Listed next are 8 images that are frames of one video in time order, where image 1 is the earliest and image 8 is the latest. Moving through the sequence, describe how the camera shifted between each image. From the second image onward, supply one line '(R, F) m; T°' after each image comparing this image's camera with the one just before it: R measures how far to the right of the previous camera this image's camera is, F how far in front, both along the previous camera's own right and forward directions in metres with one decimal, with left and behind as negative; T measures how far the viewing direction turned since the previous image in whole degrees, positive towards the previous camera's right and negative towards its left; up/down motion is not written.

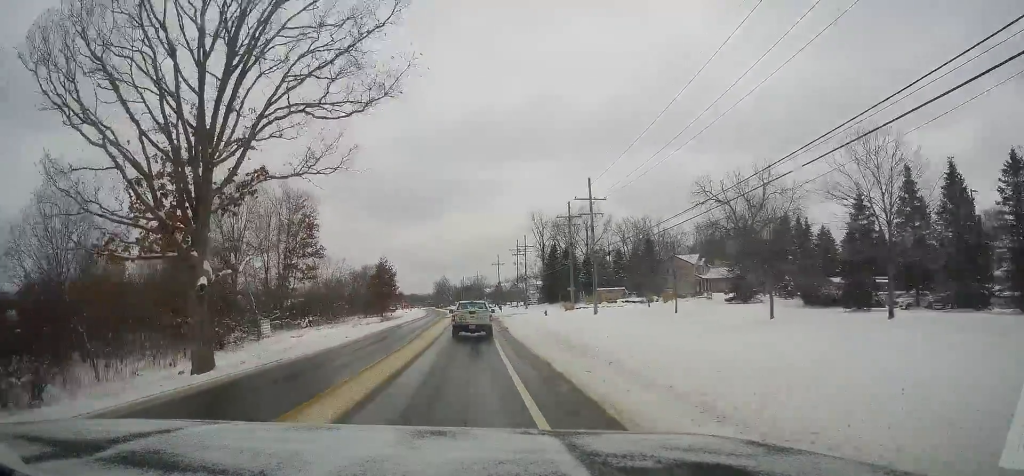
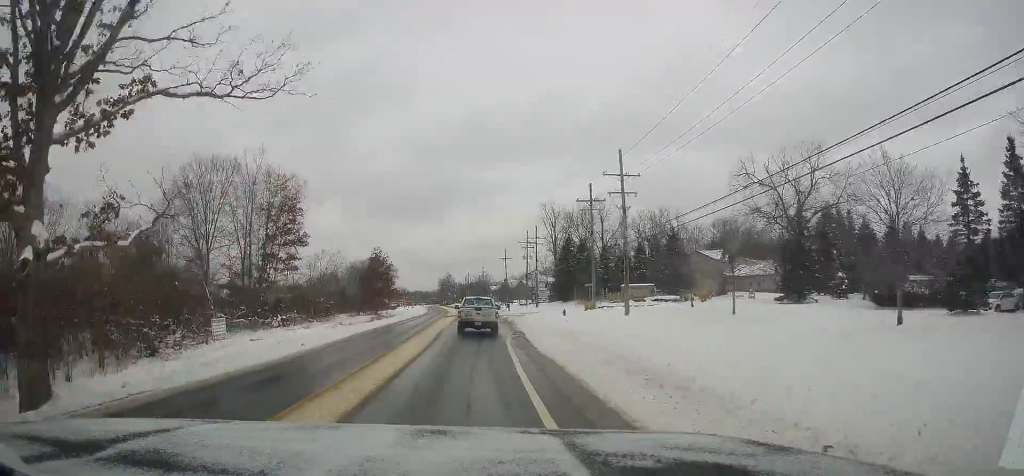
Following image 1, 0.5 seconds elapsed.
(-0.1, +9.9) m; 0°
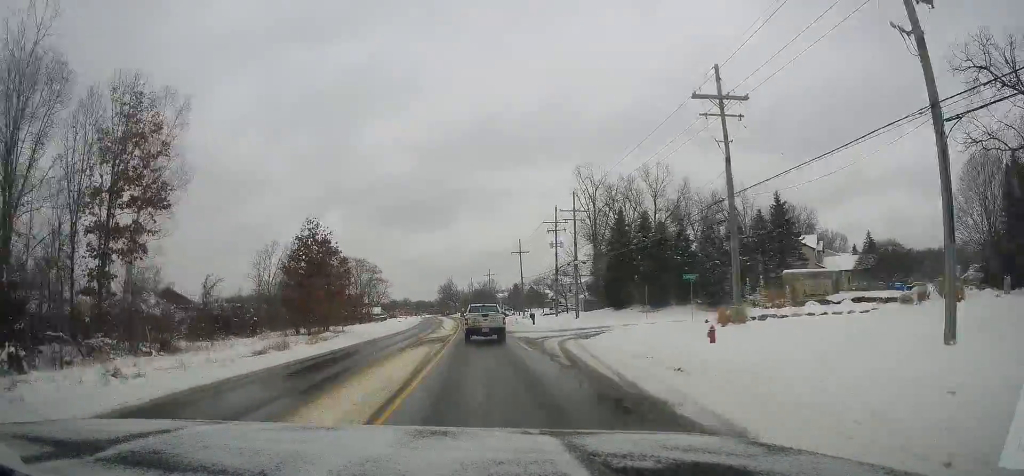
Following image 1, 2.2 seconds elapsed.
(0.0, +33.4) m; -1°
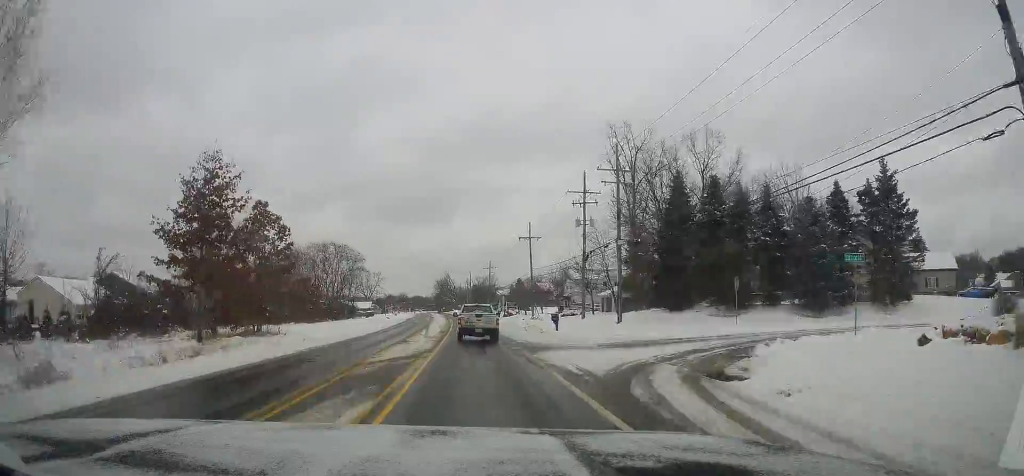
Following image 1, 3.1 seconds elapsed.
(-0.5, +18.7) m; -1°
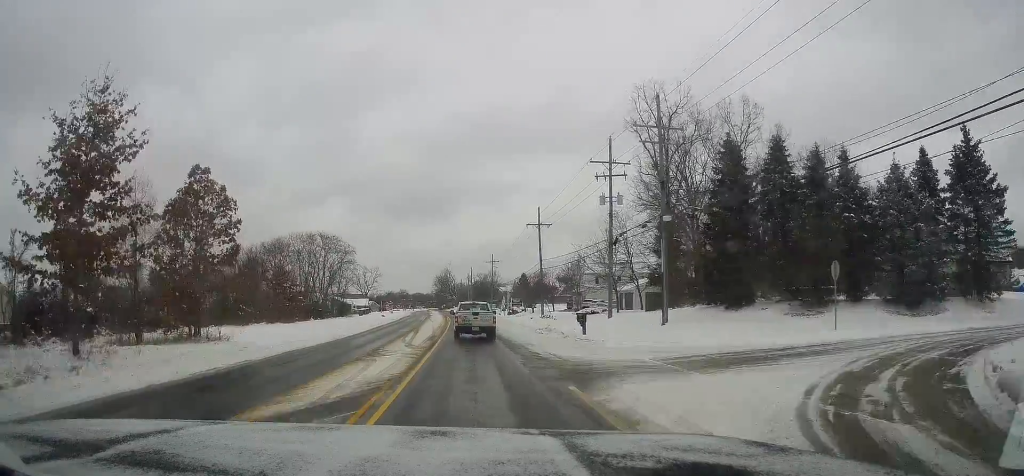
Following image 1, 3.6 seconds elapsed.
(0.0, +10.1) m; 0°
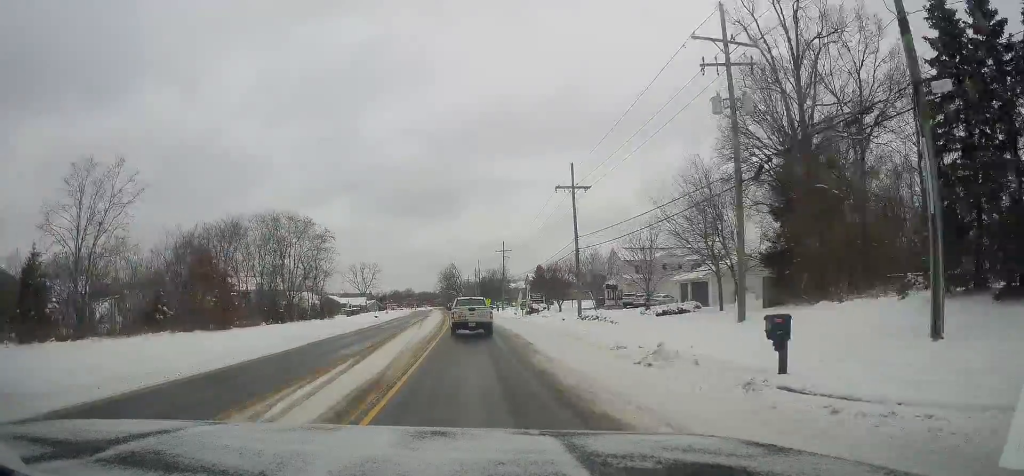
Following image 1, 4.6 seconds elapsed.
(+0.2, +20.8) m; +1°
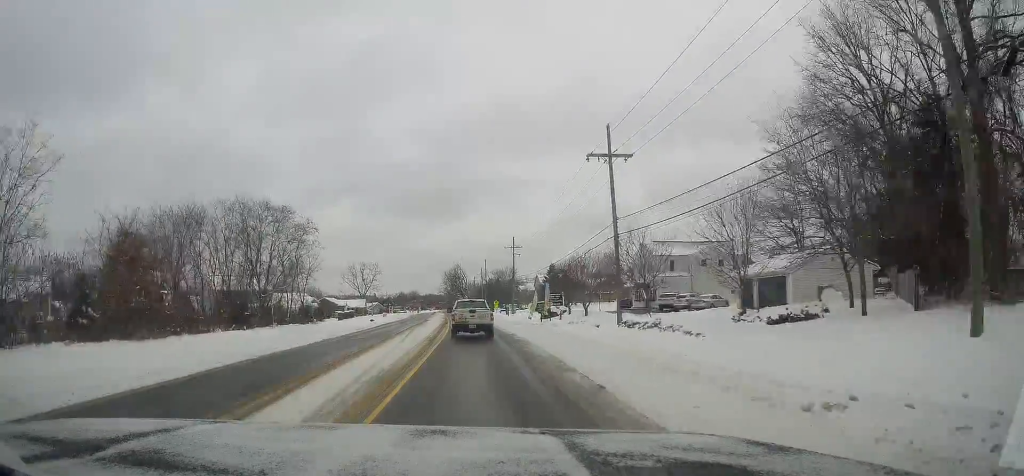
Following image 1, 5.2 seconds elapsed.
(+0.1, +12.0) m; 0°
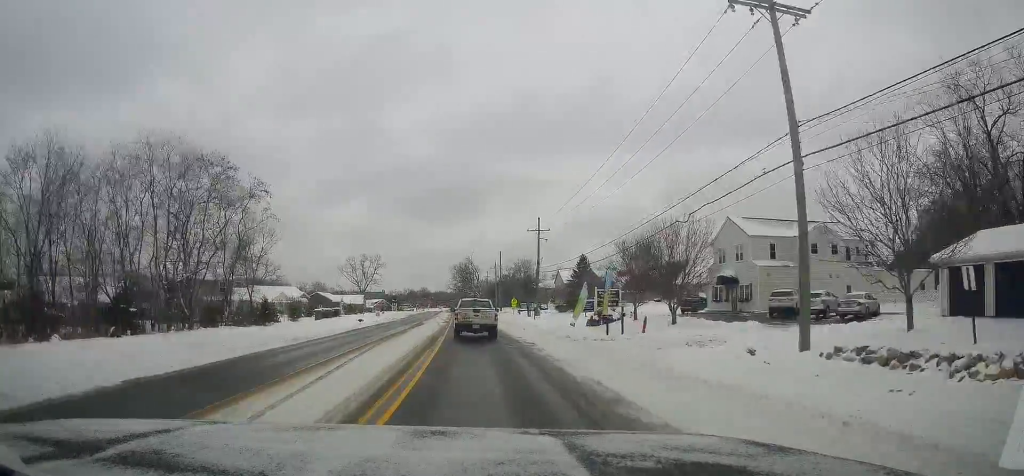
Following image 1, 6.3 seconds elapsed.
(-0.2, +21.2) m; -2°
